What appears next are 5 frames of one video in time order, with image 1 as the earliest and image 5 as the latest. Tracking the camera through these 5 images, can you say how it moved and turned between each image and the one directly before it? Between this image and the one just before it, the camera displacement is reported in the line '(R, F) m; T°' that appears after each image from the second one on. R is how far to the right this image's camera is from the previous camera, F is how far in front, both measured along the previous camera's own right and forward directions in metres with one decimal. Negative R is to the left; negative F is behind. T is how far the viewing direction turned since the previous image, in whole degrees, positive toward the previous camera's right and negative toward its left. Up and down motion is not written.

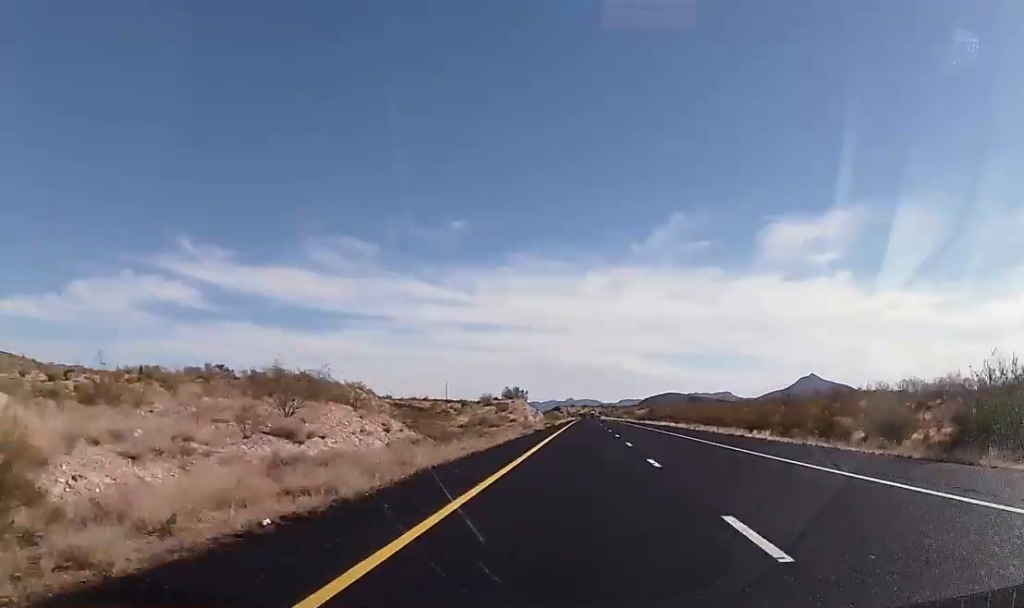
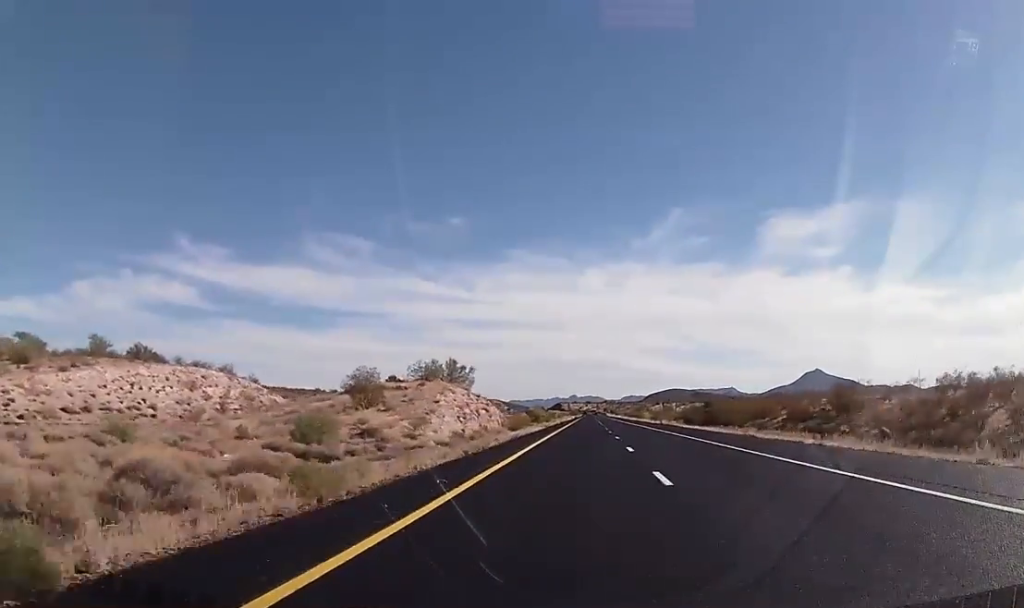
(+0.6, +77.7) m; +1°
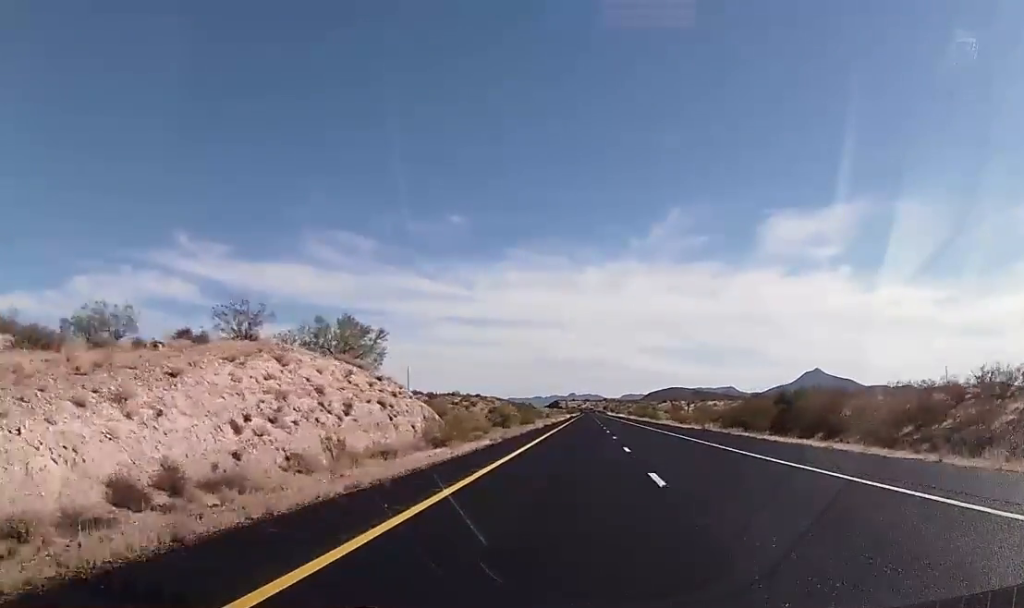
(-0.1, +36.5) m; 0°
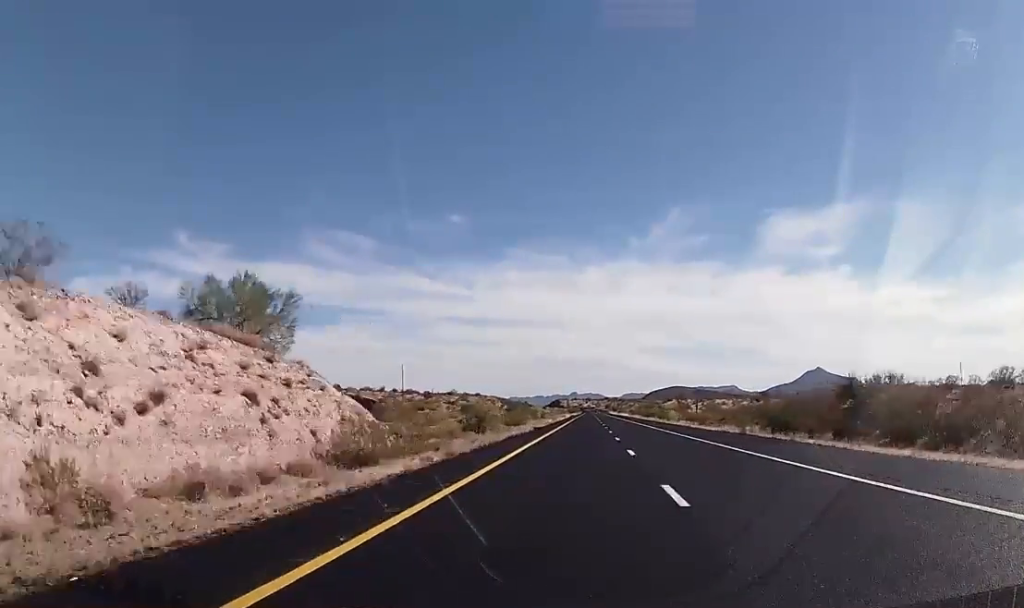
(+0.1, +15.1) m; 0°
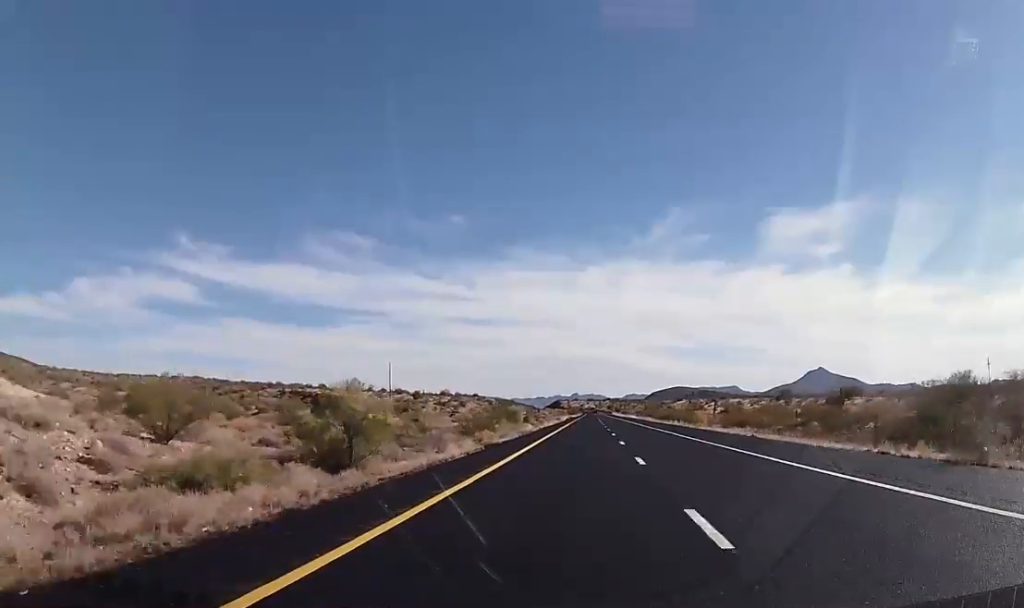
(-0.1, +27.7) m; 0°
